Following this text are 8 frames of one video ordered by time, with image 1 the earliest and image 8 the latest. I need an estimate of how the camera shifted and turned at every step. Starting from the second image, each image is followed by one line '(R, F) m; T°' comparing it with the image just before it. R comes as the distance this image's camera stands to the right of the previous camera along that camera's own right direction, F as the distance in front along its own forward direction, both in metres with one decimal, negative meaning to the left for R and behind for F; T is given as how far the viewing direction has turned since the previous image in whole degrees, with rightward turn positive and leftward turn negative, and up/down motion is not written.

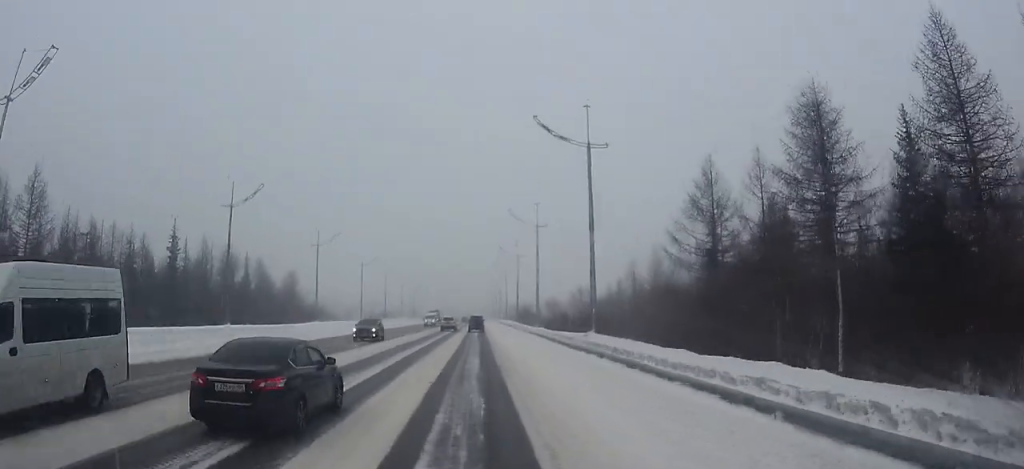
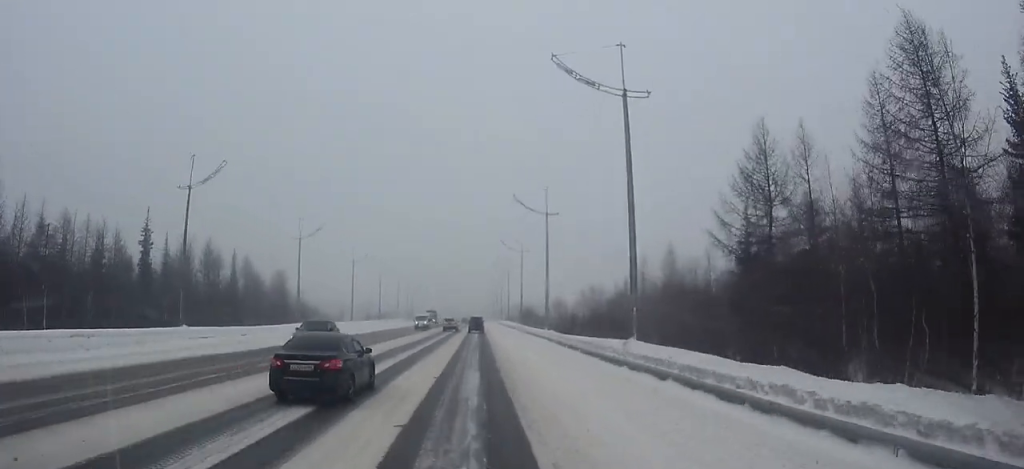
(0.0, +6.8) m; 0°
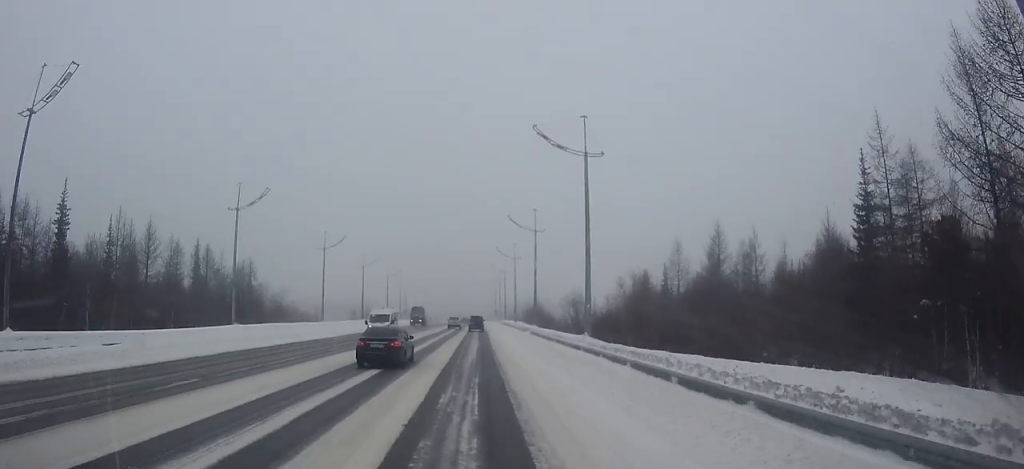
(0.0, +16.2) m; 0°
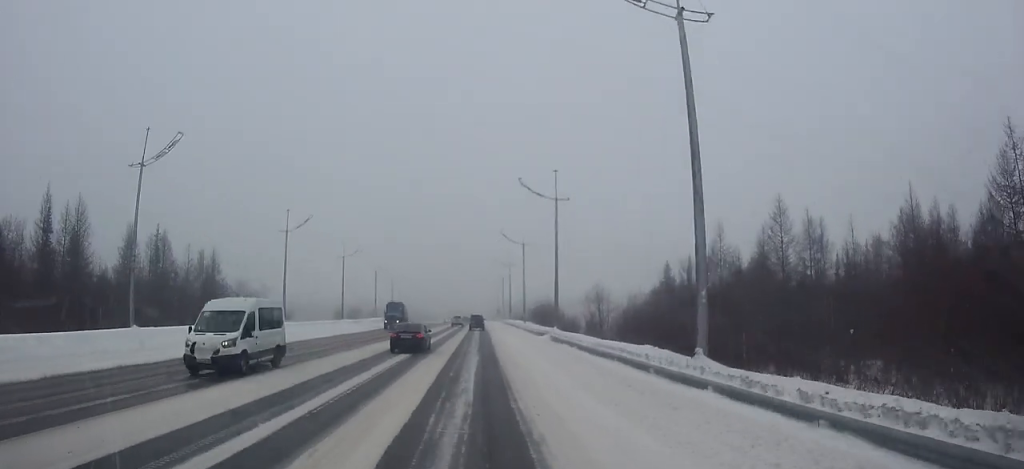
(0.0, +14.0) m; 0°
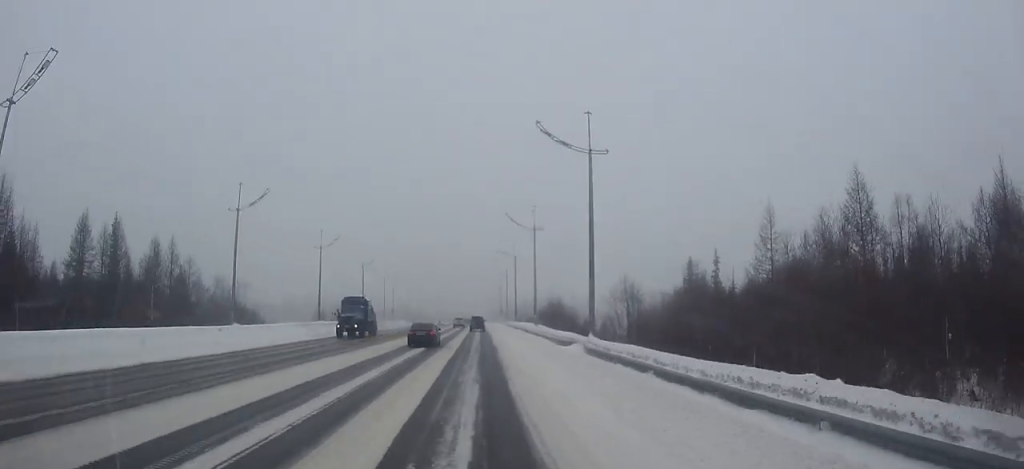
(0.0, +11.9) m; 0°
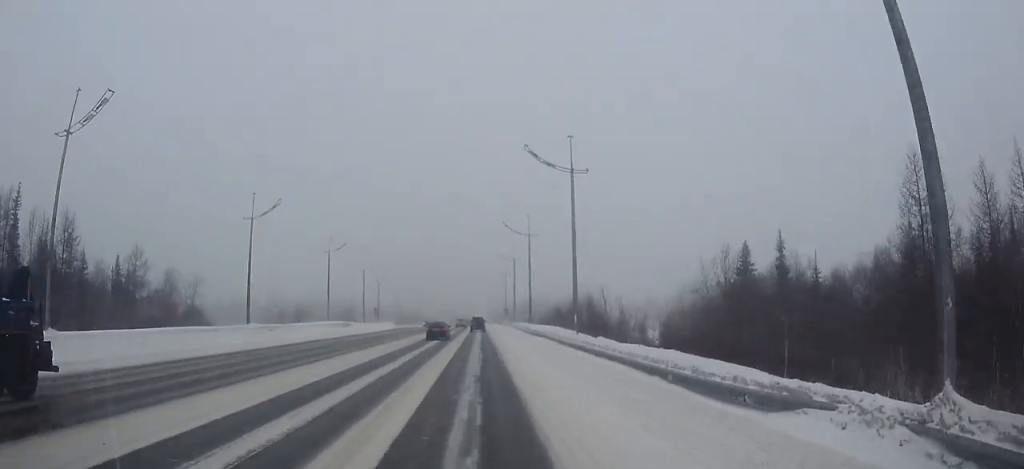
(0.0, +21.3) m; 0°
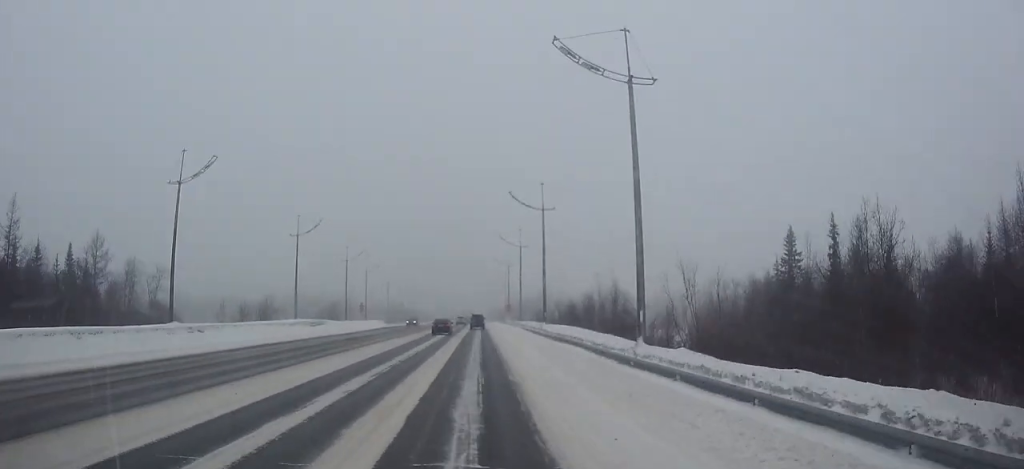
(0.0, +12.5) m; 0°
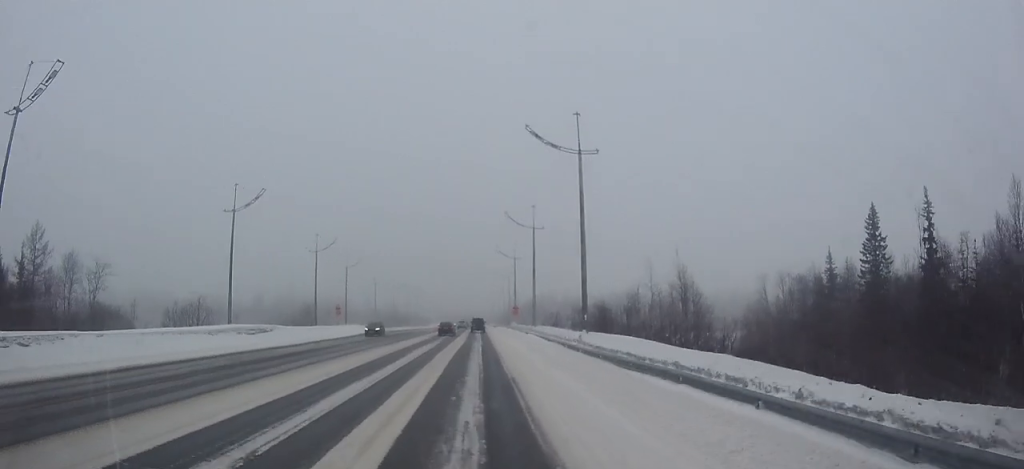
(0.0, +16.2) m; 0°
